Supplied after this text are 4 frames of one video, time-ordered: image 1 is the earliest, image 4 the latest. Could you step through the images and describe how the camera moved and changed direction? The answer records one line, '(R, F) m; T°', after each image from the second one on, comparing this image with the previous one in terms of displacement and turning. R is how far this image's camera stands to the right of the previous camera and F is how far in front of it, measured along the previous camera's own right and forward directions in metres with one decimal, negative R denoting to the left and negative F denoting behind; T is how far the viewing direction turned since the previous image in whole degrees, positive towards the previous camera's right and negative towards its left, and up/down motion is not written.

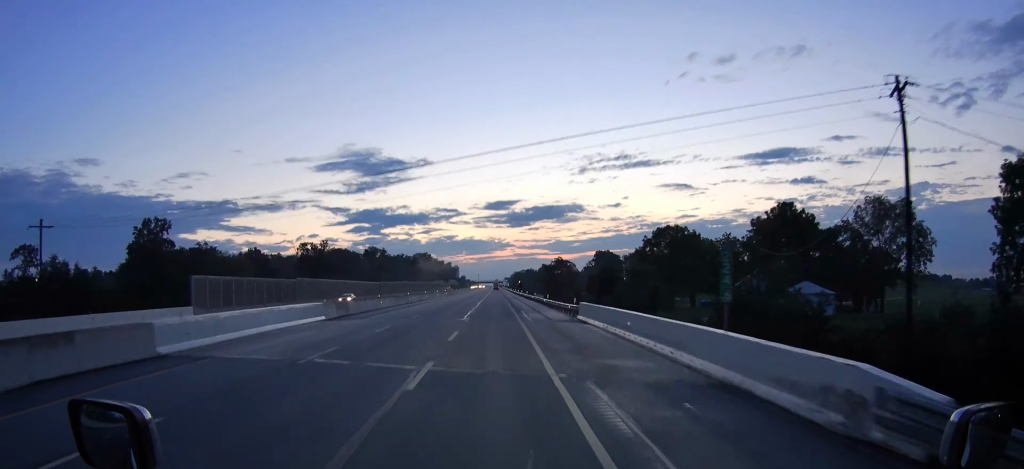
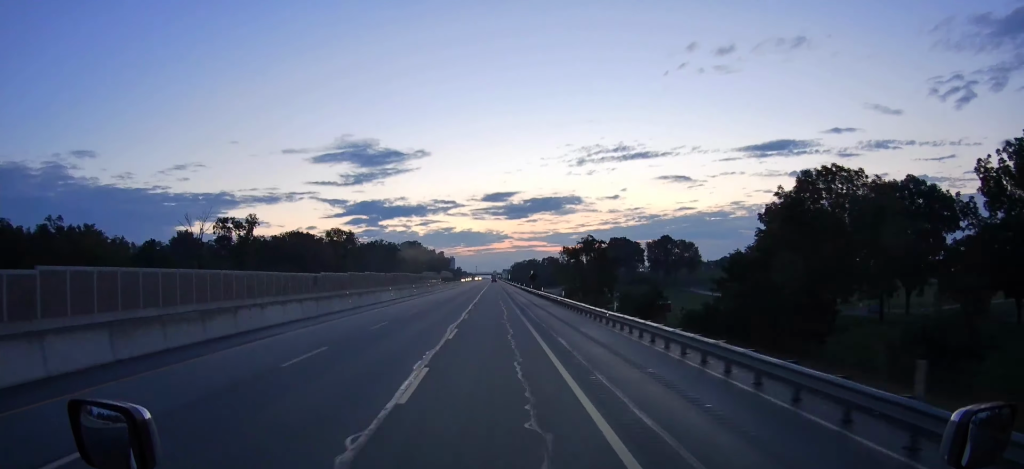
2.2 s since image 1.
(-0.1, +61.6) m; 0°
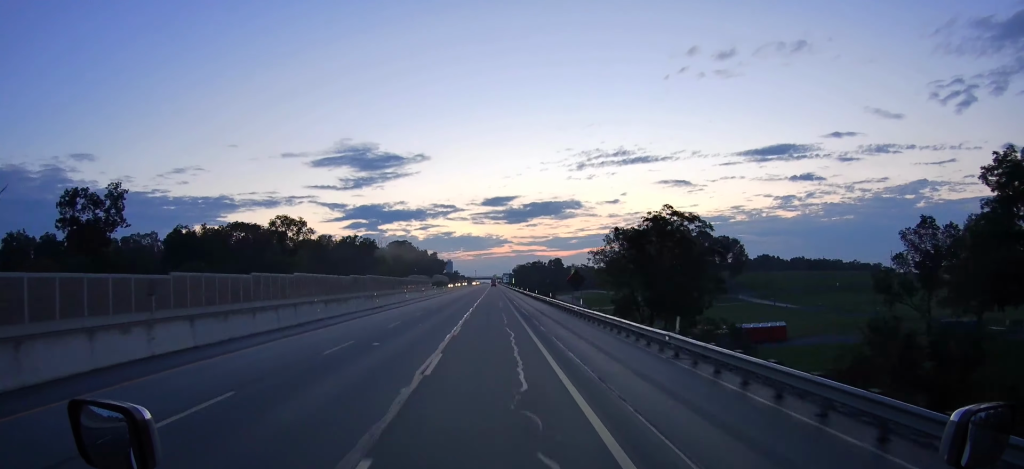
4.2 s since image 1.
(-0.1, +56.2) m; 0°
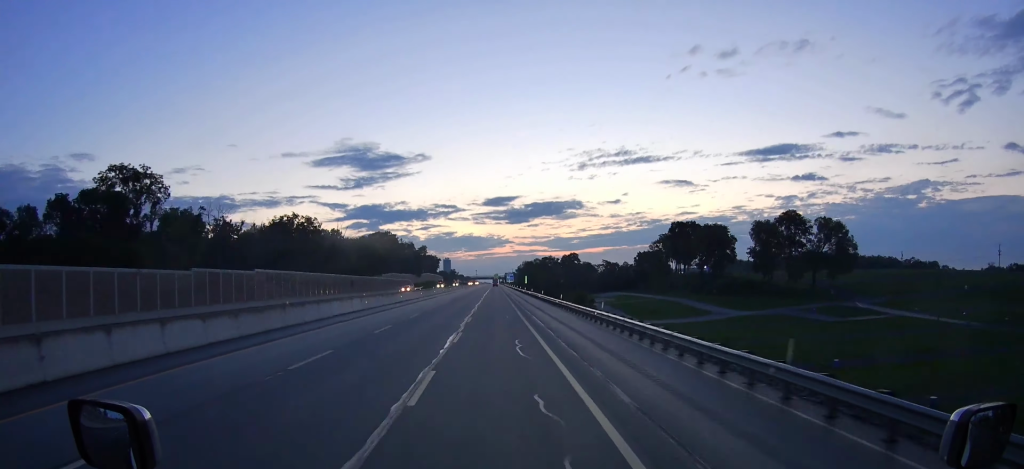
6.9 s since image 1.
(+0.1, +75.9) m; 0°
